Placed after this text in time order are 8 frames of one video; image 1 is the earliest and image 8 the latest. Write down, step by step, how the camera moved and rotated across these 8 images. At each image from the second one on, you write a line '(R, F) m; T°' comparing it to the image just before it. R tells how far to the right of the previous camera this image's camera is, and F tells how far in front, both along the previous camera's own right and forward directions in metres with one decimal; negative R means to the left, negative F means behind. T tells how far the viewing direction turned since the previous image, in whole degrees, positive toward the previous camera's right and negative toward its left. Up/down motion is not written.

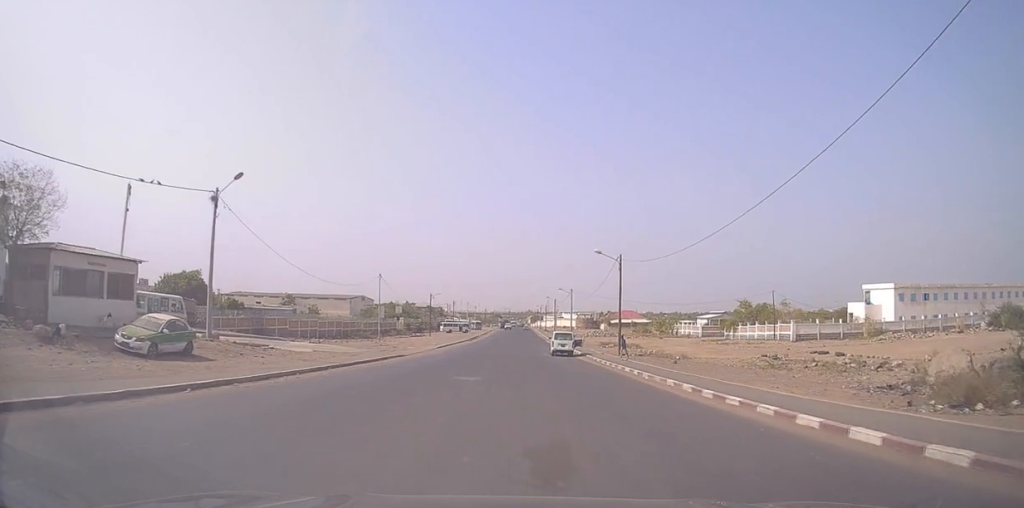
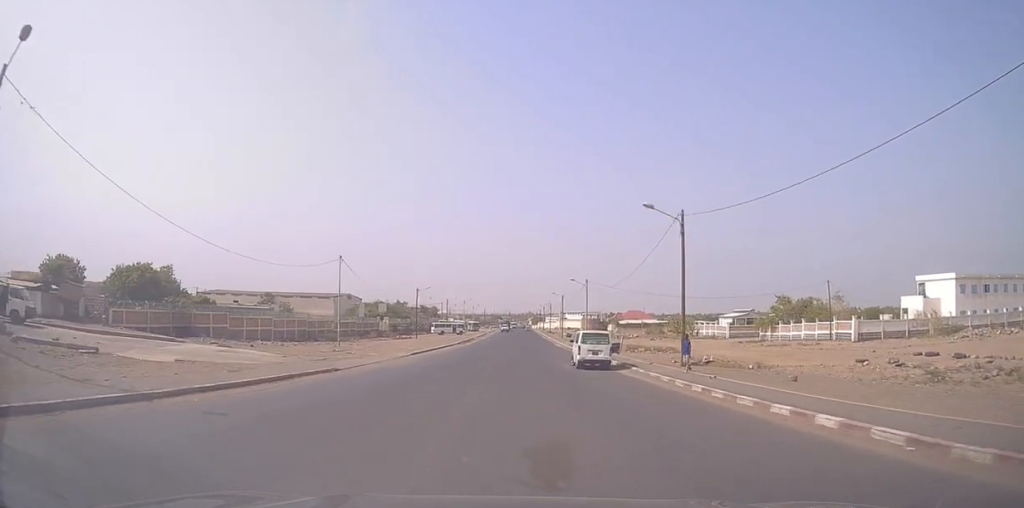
(0.0, +16.7) m; 0°
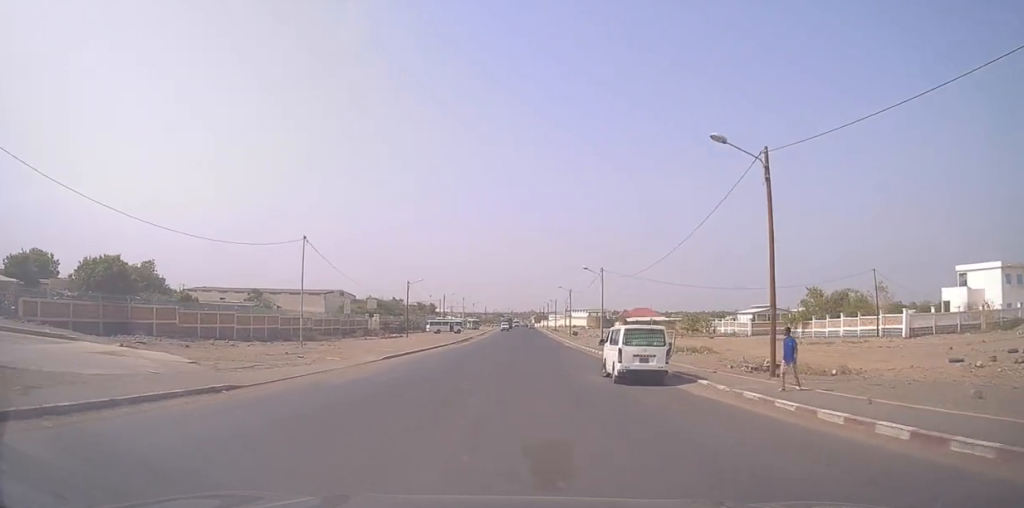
(+0.1, +10.3) m; 0°
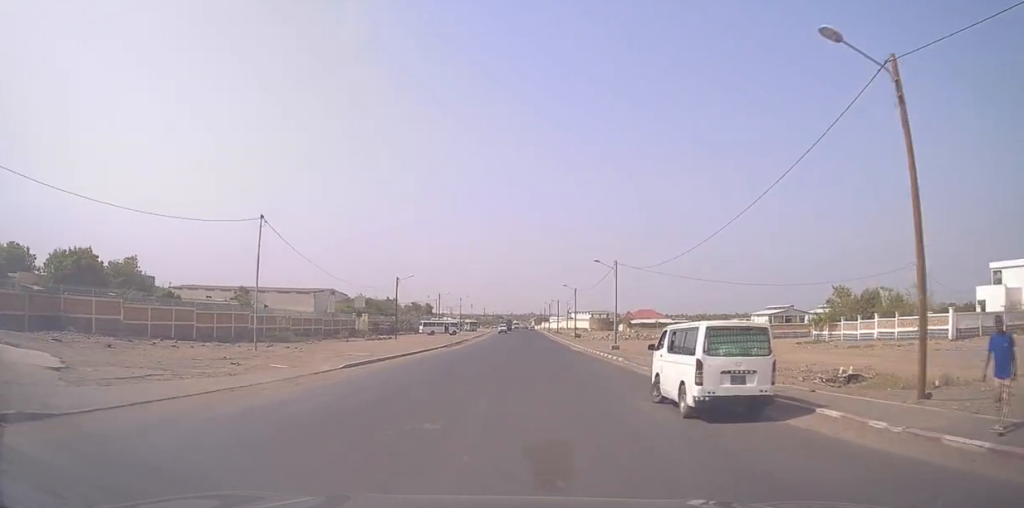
(-0.1, +8.2) m; 0°
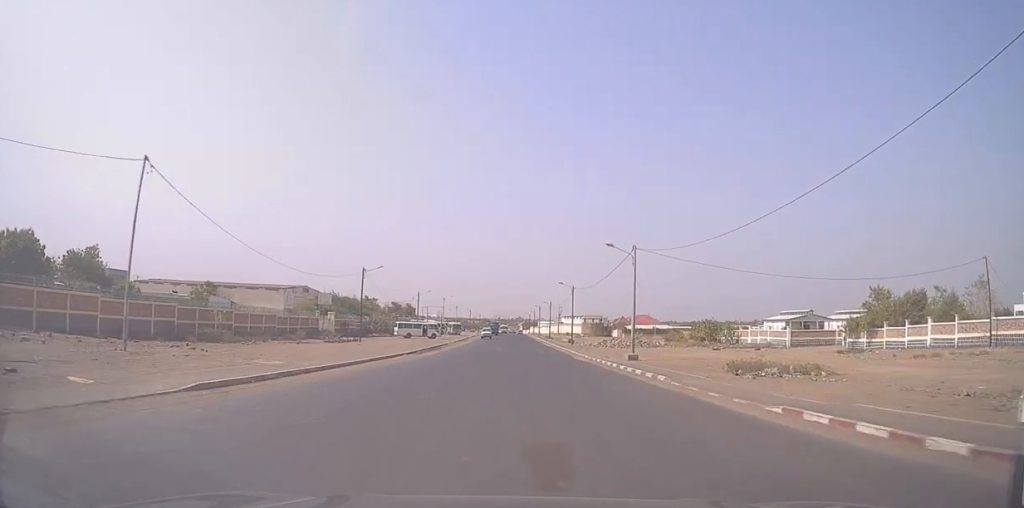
(0.0, +12.4) m; 0°
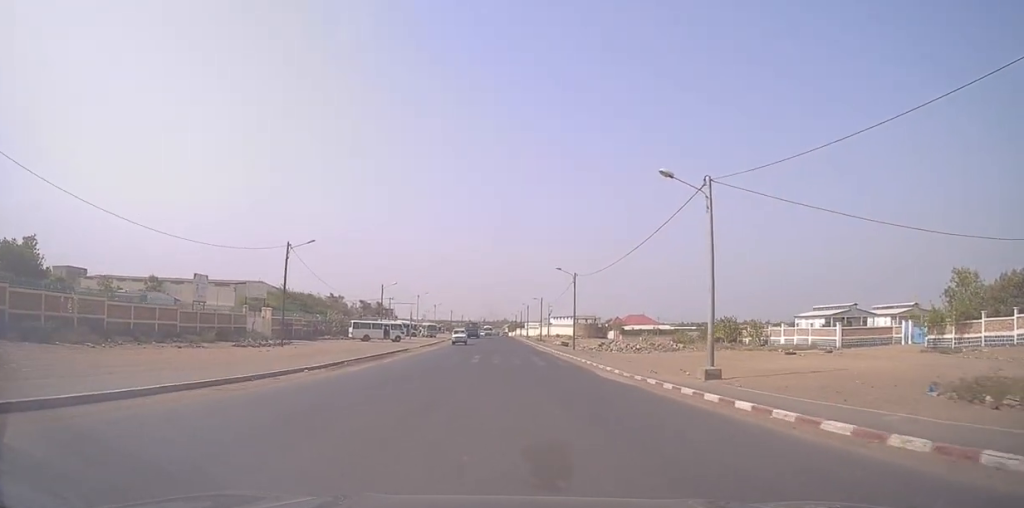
(+0.2, +18.8) m; +1°
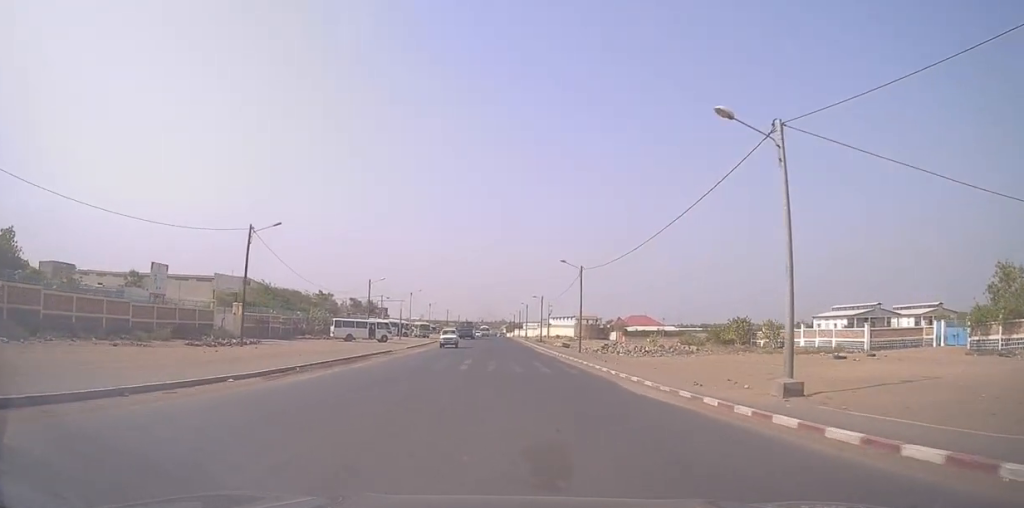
(0.0, +6.9) m; +1°
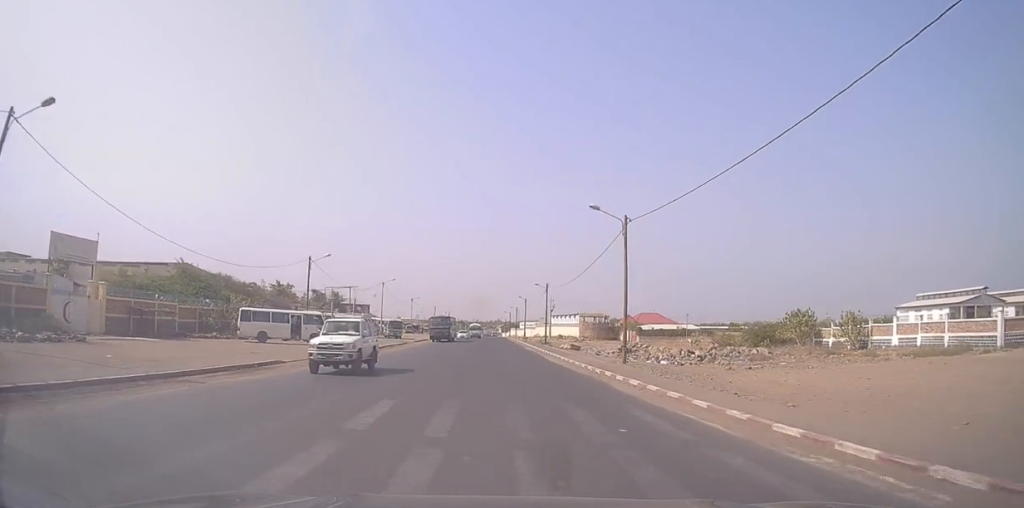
(+0.7, +22.9) m; +1°
